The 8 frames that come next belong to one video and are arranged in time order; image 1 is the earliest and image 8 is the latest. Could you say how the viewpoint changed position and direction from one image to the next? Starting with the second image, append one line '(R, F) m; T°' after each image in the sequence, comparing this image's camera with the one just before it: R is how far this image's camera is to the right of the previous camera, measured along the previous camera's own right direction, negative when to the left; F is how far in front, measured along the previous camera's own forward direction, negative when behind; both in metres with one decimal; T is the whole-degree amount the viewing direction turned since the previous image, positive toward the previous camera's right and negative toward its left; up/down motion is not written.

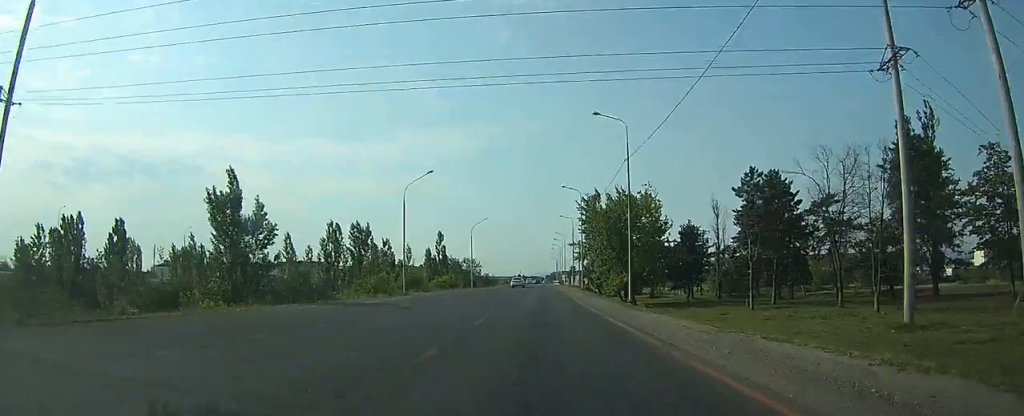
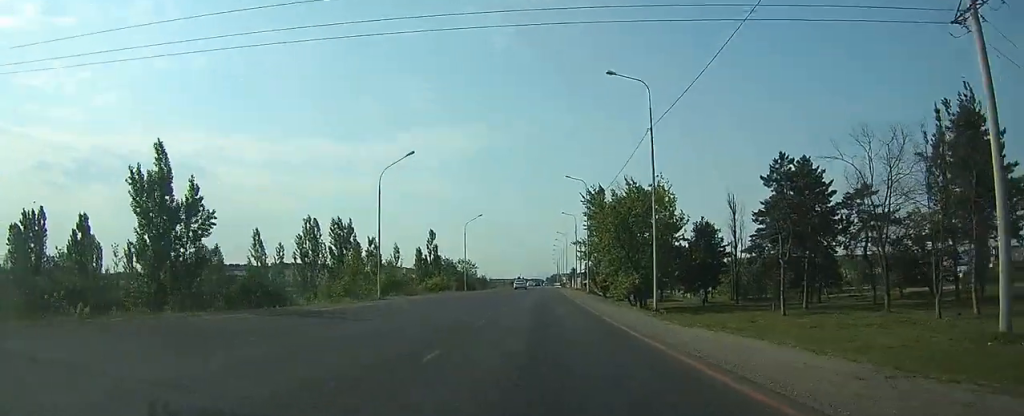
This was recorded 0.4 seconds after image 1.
(0.0, +8.0) m; 0°
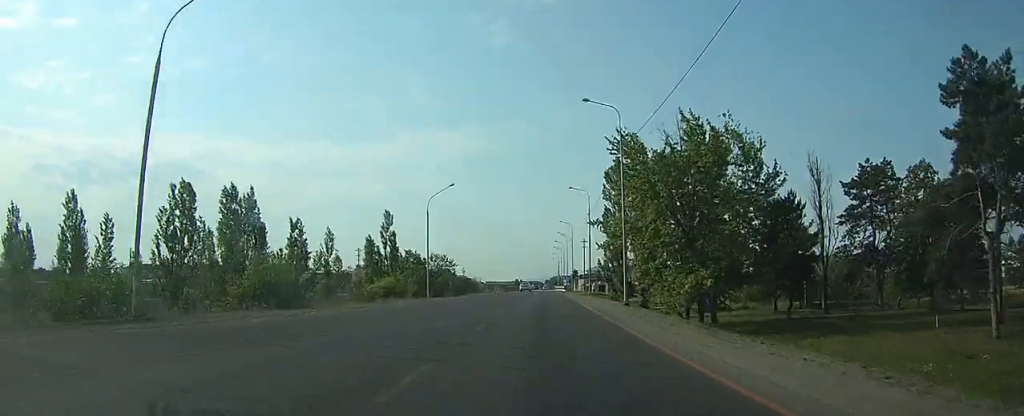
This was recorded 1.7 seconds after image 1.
(+0.1, +27.0) m; 0°
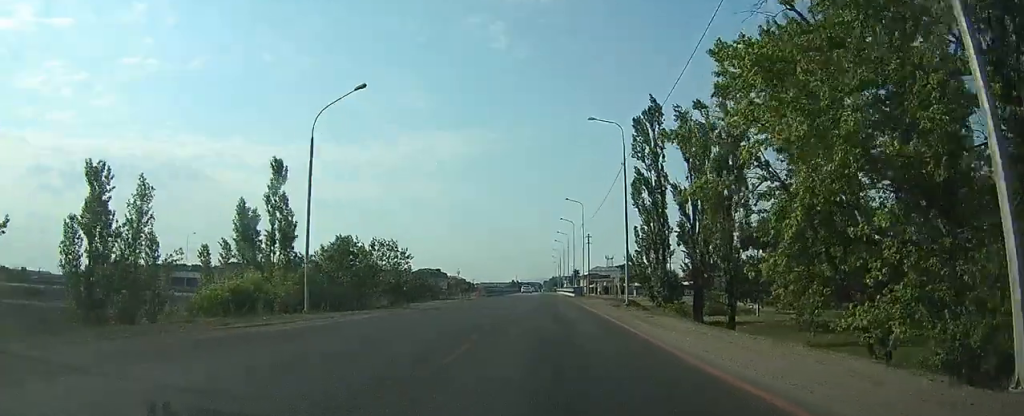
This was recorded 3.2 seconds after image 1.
(0.0, +29.1) m; 0°
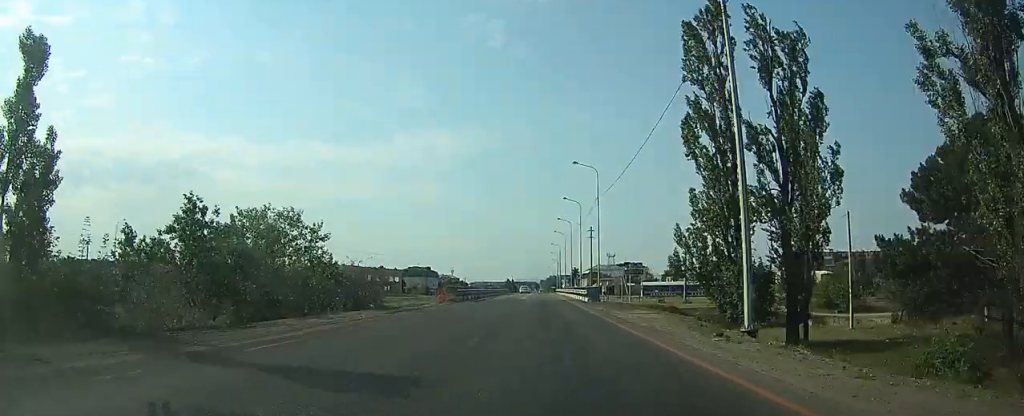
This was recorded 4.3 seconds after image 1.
(0.0, +22.2) m; 0°
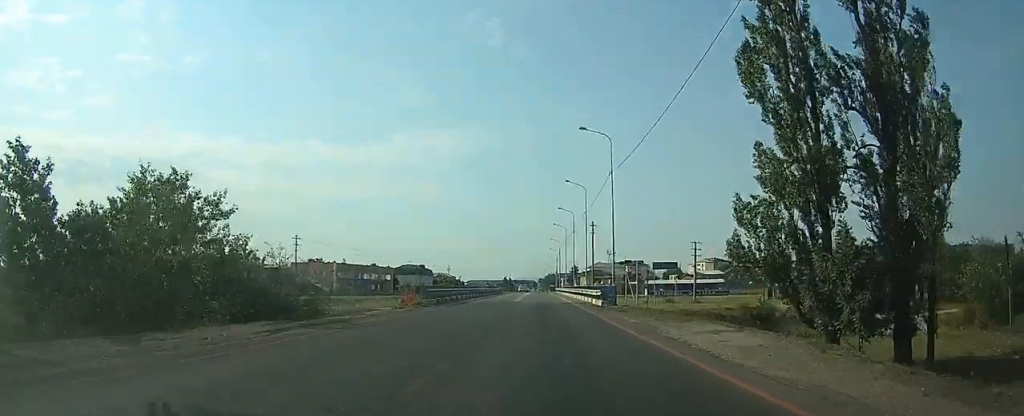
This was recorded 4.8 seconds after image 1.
(0.0, +11.4) m; 0°
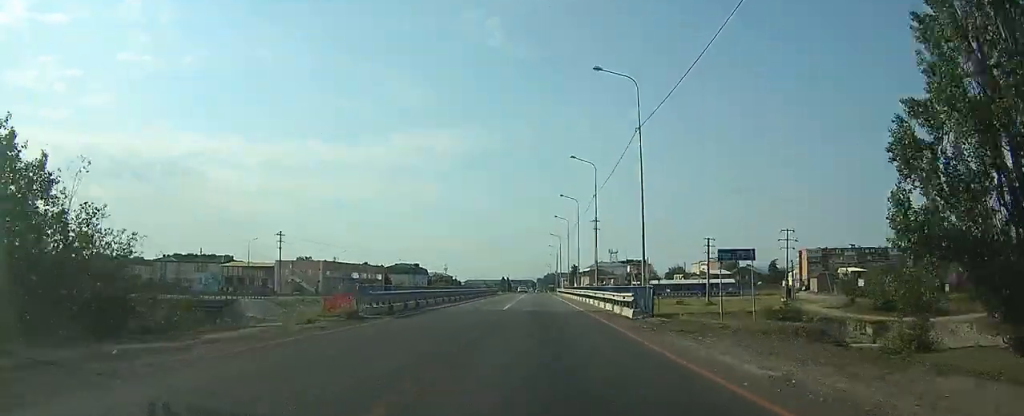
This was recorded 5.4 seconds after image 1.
(0.0, +12.0) m; 0°
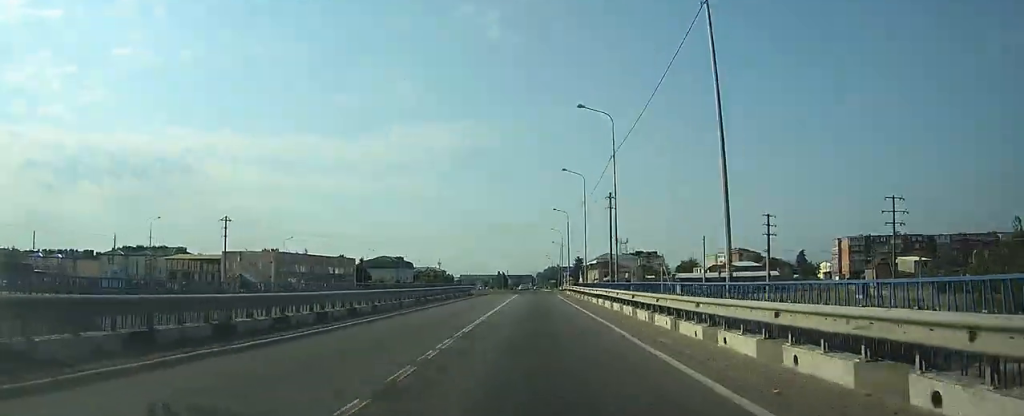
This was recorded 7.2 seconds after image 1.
(+0.3, +35.0) m; 0°
